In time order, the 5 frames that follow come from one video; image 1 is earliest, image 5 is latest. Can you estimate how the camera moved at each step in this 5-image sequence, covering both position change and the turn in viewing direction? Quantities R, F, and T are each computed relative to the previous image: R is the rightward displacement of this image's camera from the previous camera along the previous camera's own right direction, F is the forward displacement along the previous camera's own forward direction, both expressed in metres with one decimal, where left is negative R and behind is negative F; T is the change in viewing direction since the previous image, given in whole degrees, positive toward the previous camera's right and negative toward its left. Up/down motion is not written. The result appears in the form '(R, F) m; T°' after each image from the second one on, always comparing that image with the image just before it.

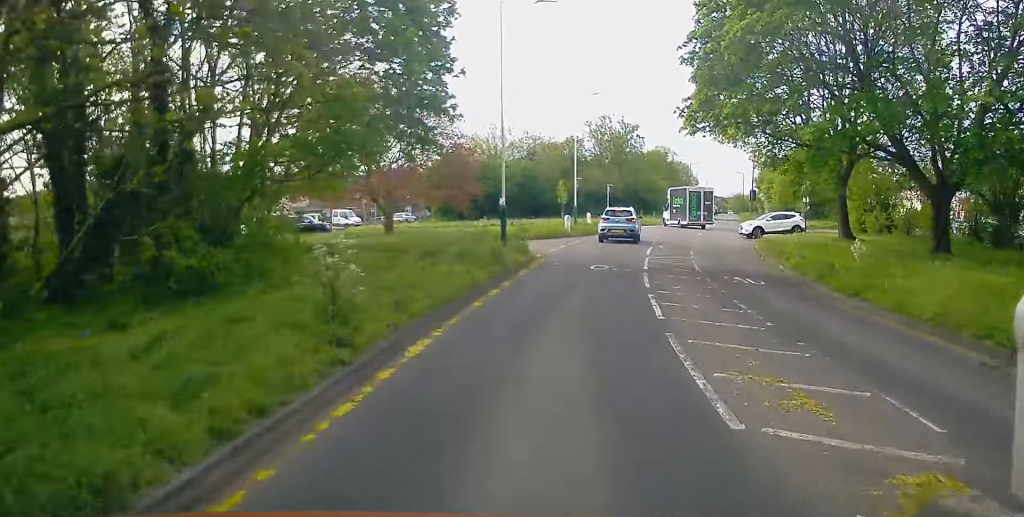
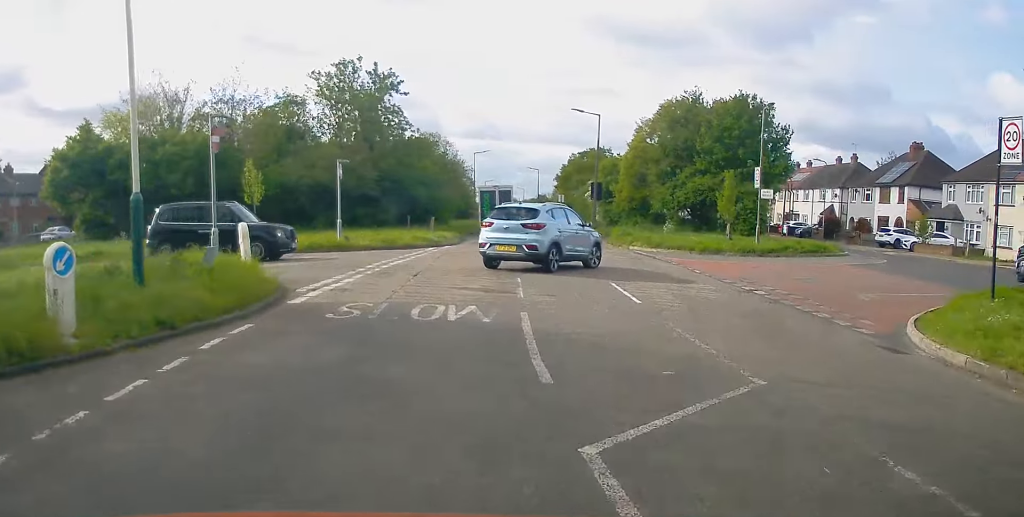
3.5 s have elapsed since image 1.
(+4.6, +32.1) m; +20°
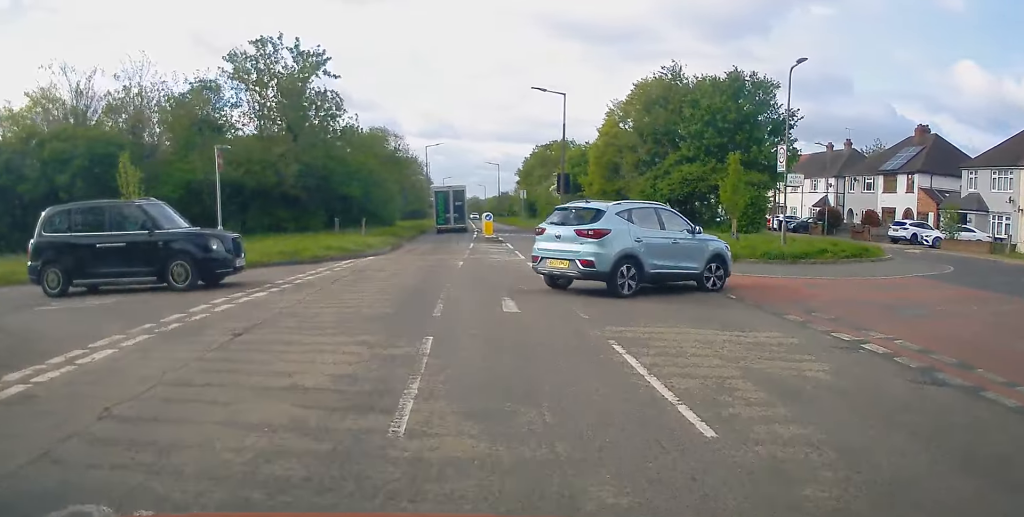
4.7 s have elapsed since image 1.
(0.0, +7.1) m; 0°
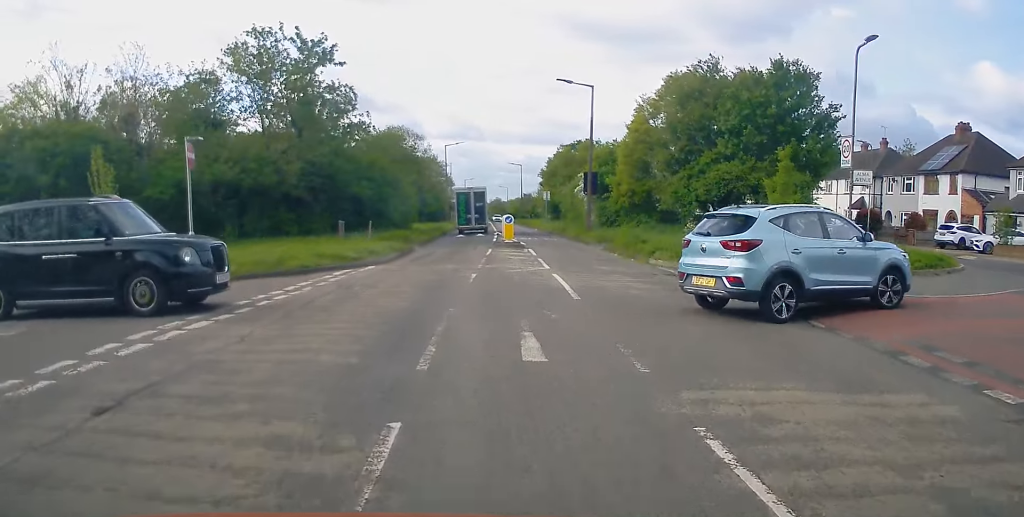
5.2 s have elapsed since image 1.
(0.0, +3.1) m; +6°
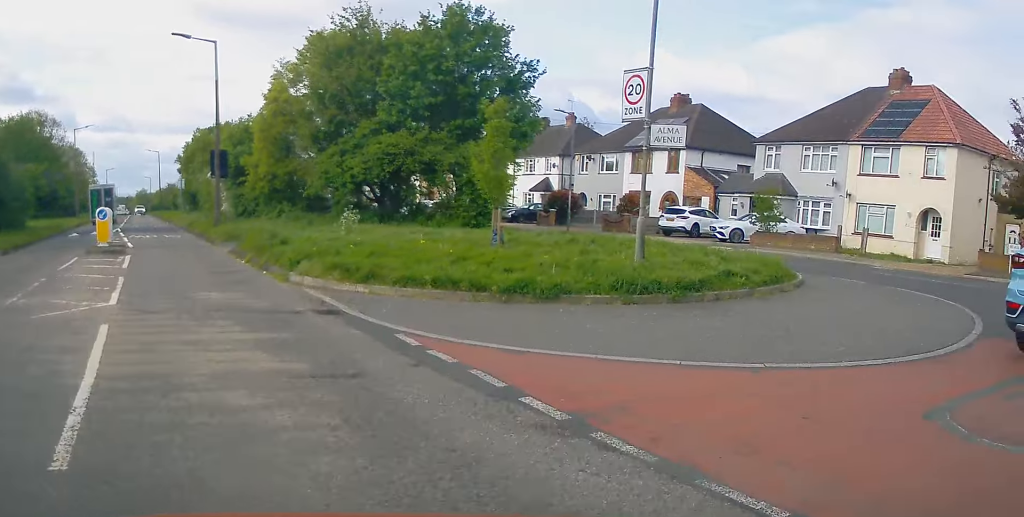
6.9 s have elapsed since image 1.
(+2.0, +8.0) m; +43°
